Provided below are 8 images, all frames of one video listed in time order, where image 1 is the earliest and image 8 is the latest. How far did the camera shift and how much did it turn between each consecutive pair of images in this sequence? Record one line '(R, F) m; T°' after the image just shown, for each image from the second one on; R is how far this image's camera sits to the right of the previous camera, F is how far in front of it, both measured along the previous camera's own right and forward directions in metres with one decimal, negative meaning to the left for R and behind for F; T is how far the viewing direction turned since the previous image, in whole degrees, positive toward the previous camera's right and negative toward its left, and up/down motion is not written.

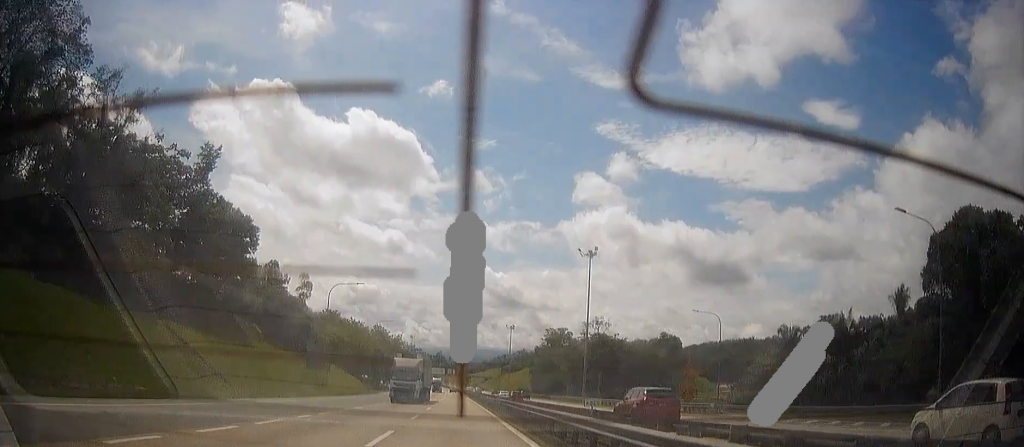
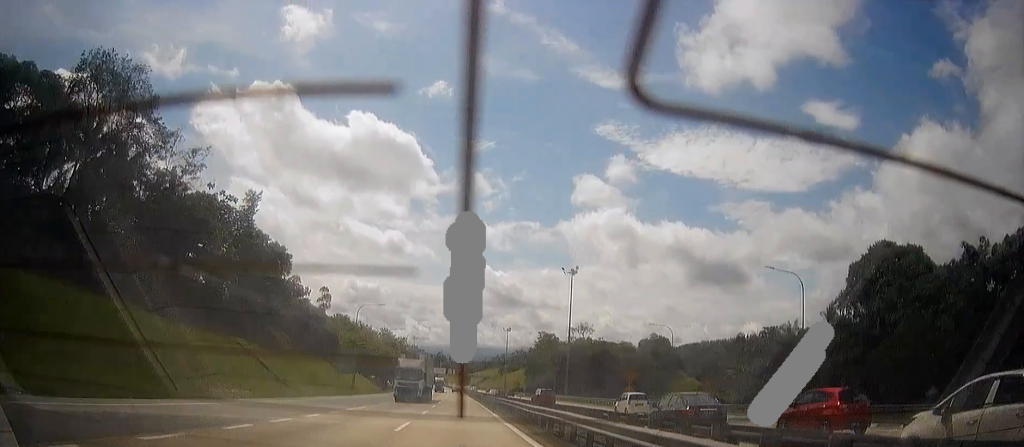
(-0.1, +16.9) m; 0°
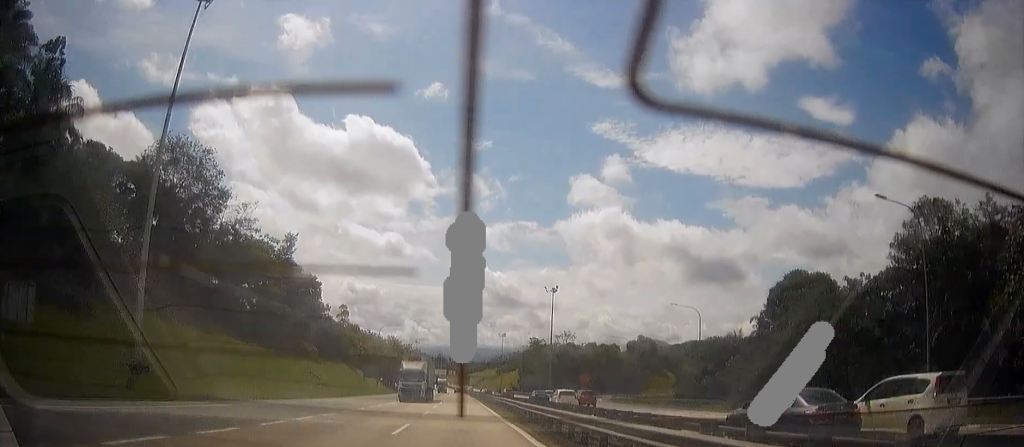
(0.0, +22.5) m; 0°
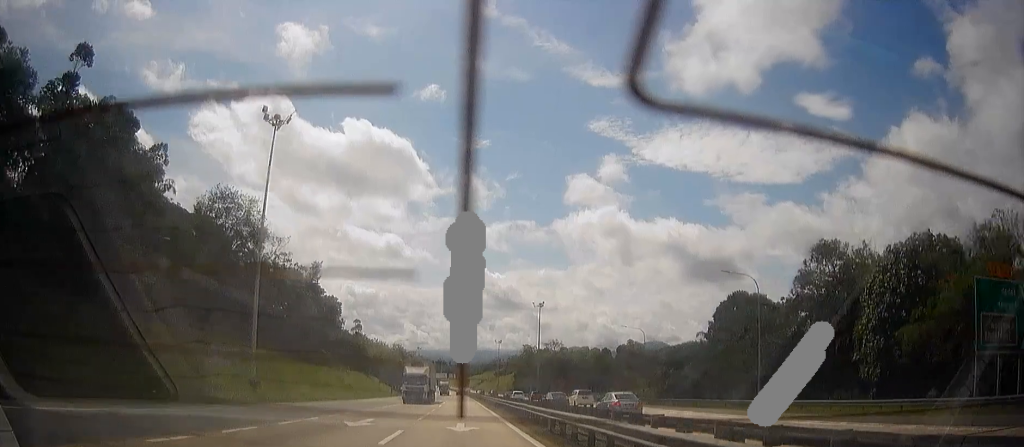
(0.0, +21.4) m; 0°
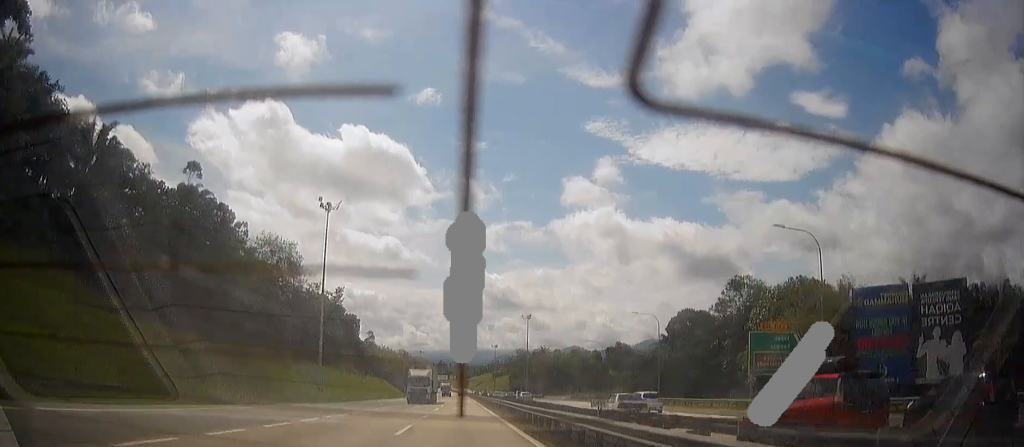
(0.0, +27.0) m; 0°
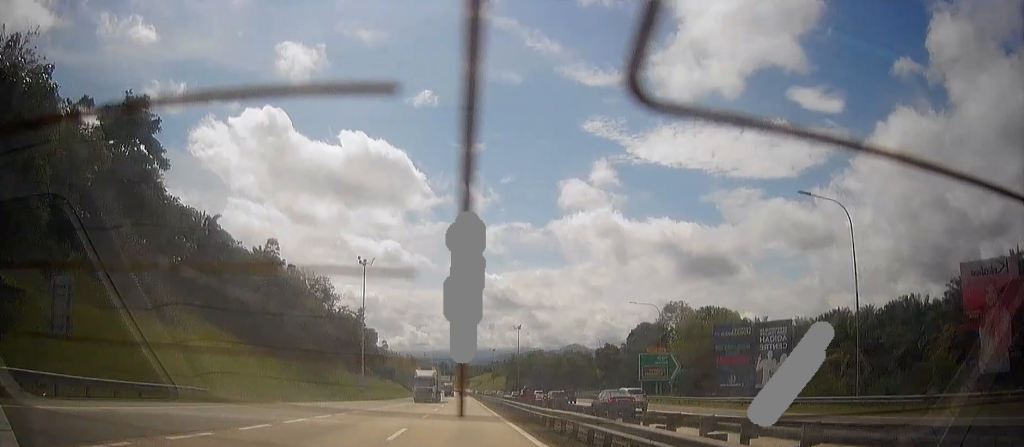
(0.0, +33.8) m; 0°
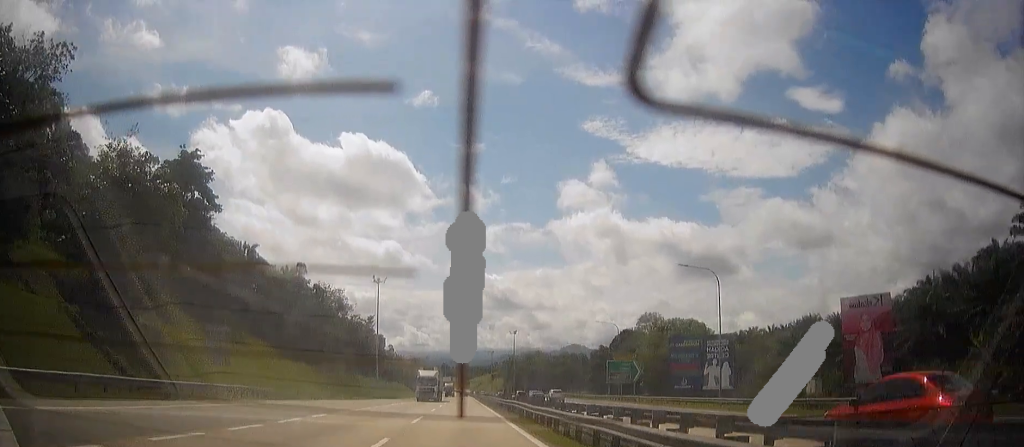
(0.0, +19.1) m; 0°
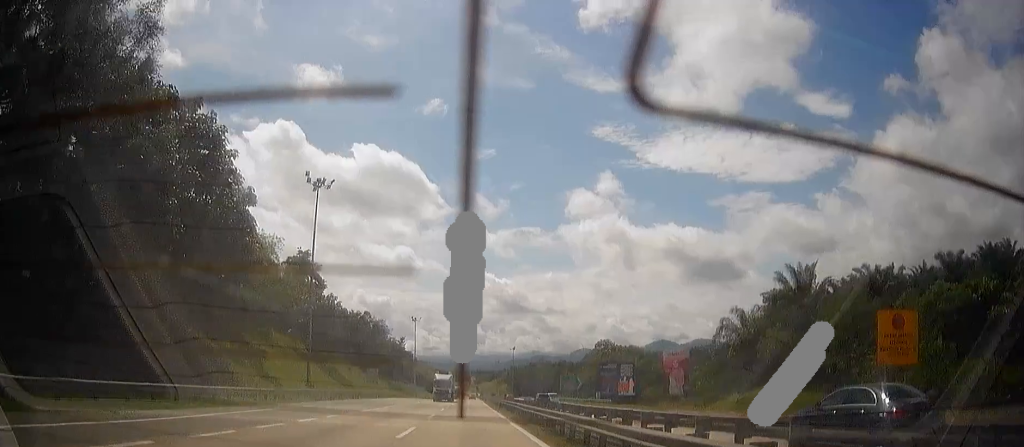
(+0.2, +65.3) m; +1°
